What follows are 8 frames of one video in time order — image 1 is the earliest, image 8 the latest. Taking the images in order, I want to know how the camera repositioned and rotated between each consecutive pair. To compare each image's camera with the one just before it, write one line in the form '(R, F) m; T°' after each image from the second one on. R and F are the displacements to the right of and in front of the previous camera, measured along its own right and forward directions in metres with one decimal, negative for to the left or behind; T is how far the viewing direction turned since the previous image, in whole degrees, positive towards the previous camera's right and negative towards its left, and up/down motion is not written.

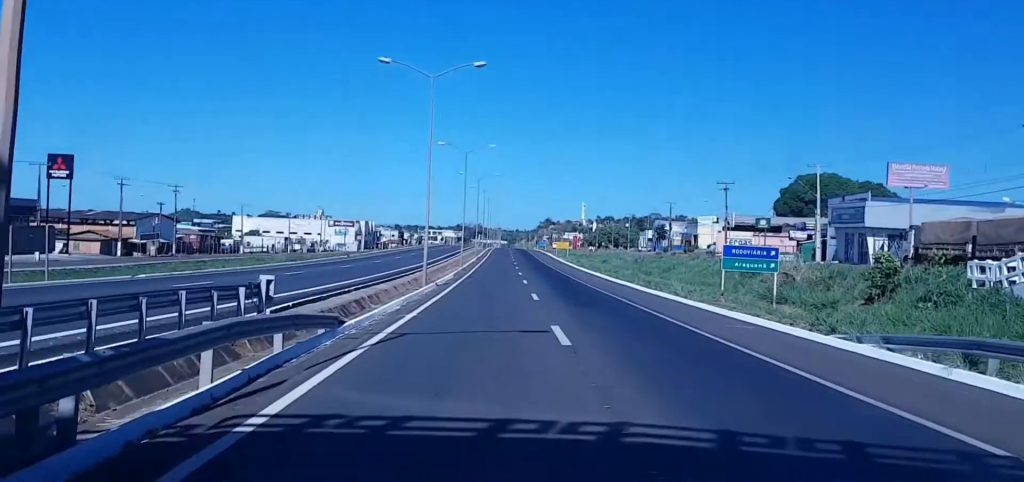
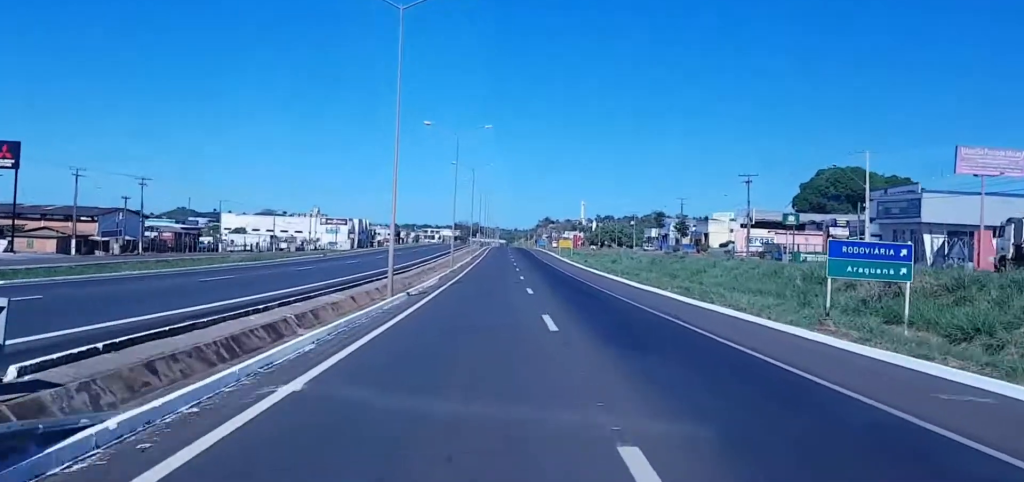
(0.0, +13.2) m; 0°
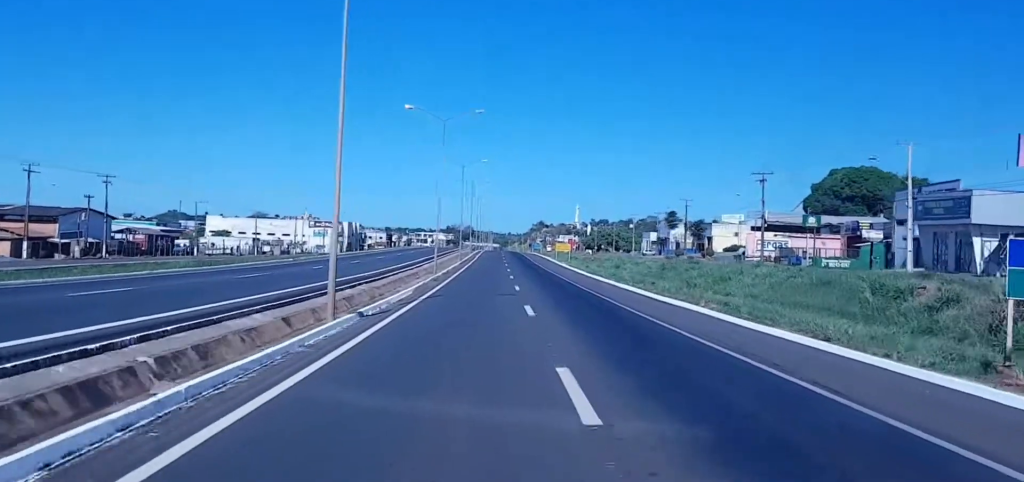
(+0.1, +9.9) m; +1°
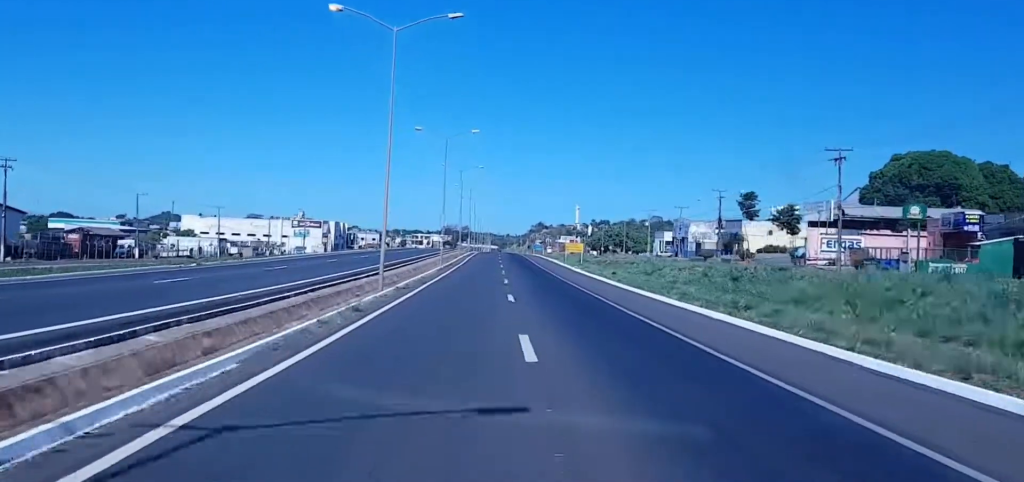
(0.0, +25.8) m; 0°
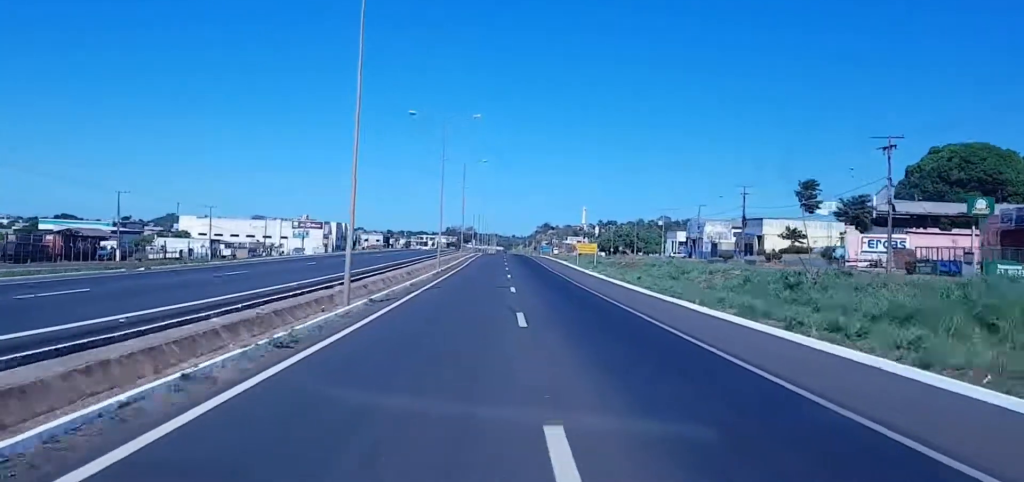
(0.0, +9.4) m; +1°
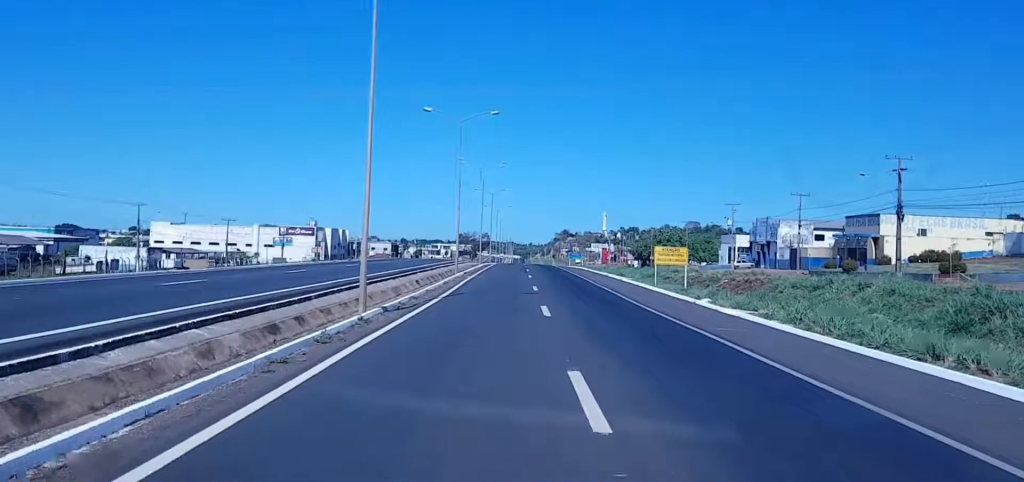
(+0.2, +43.0) m; -1°
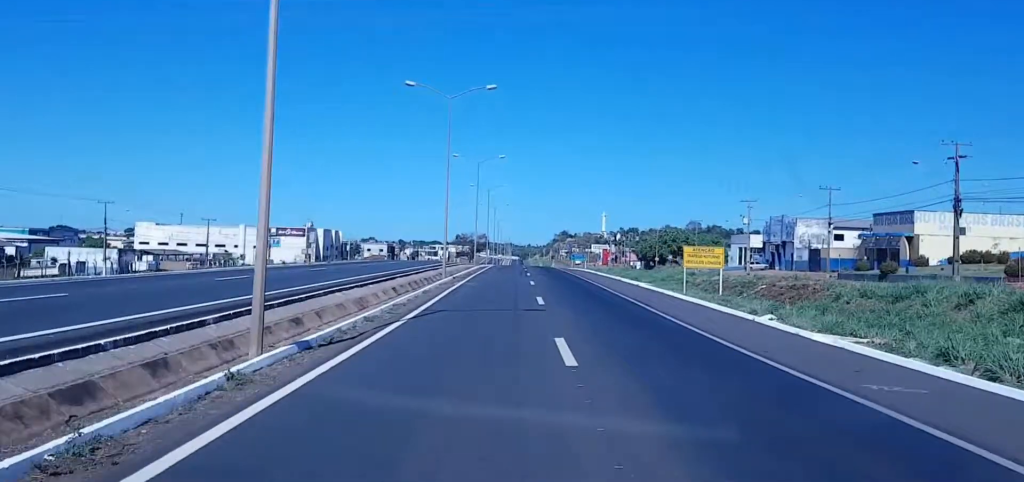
(0.0, +10.5) m; 0°
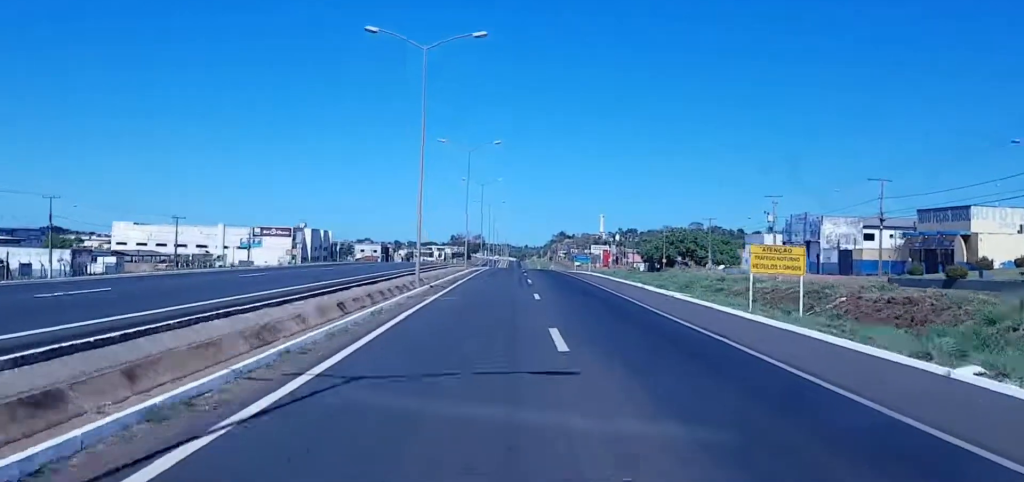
(0.0, +14.0) m; 0°
